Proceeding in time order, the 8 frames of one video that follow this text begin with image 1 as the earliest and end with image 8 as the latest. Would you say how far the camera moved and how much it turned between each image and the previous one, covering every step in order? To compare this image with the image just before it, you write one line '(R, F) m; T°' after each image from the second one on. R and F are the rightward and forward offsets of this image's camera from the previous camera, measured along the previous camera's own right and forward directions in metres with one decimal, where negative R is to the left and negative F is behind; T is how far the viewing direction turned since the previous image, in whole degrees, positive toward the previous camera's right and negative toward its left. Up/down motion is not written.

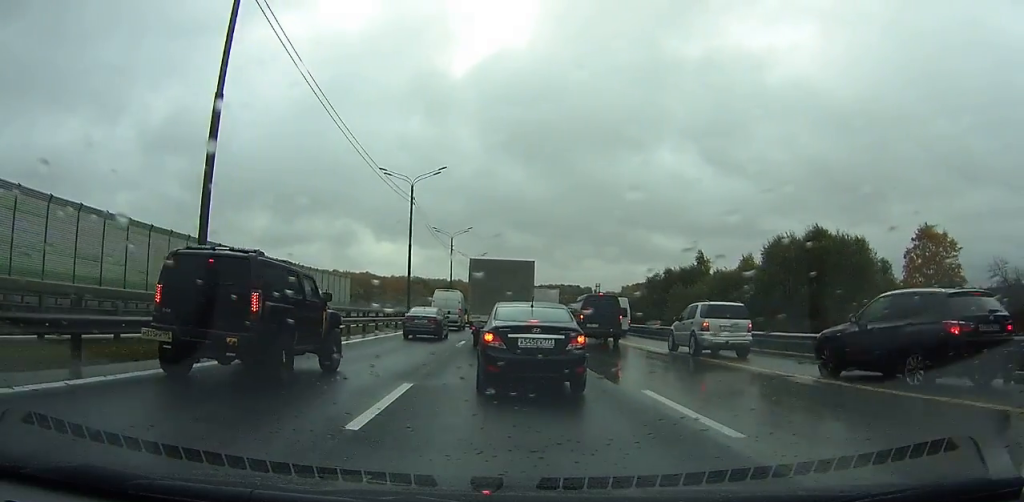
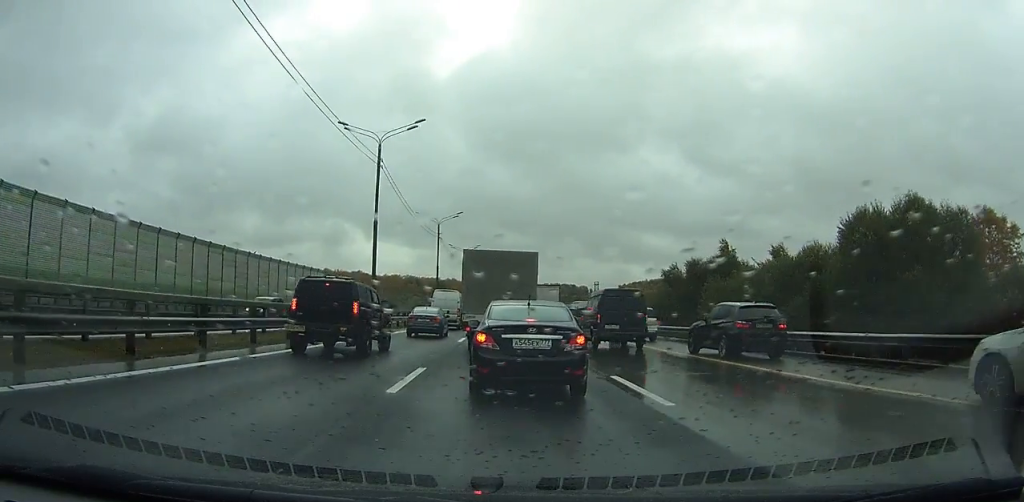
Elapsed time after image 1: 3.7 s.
(+0.1, +11.5) m; +1°
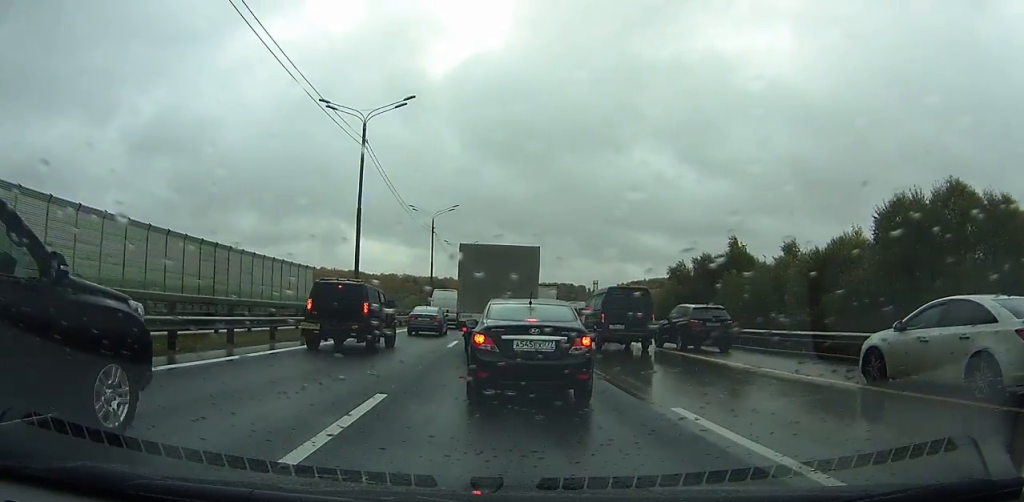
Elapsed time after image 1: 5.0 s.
(0.0, +4.2) m; 0°
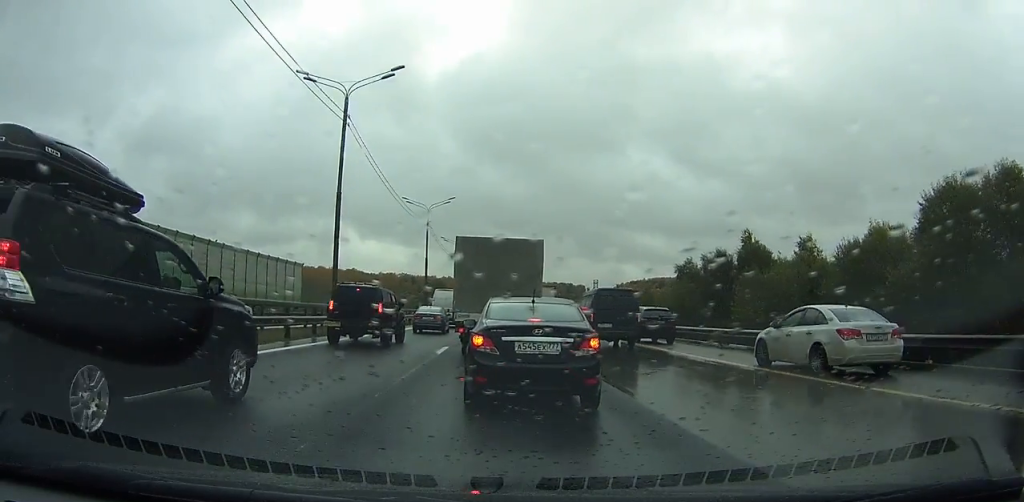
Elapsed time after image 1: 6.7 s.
(0.0, +5.5) m; 0°
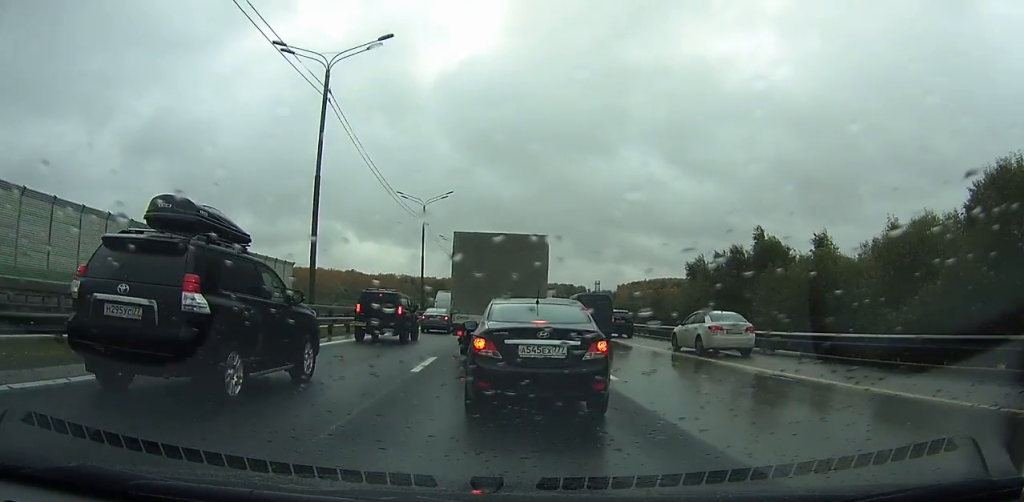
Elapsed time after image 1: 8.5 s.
(0.0, +5.3) m; 0°
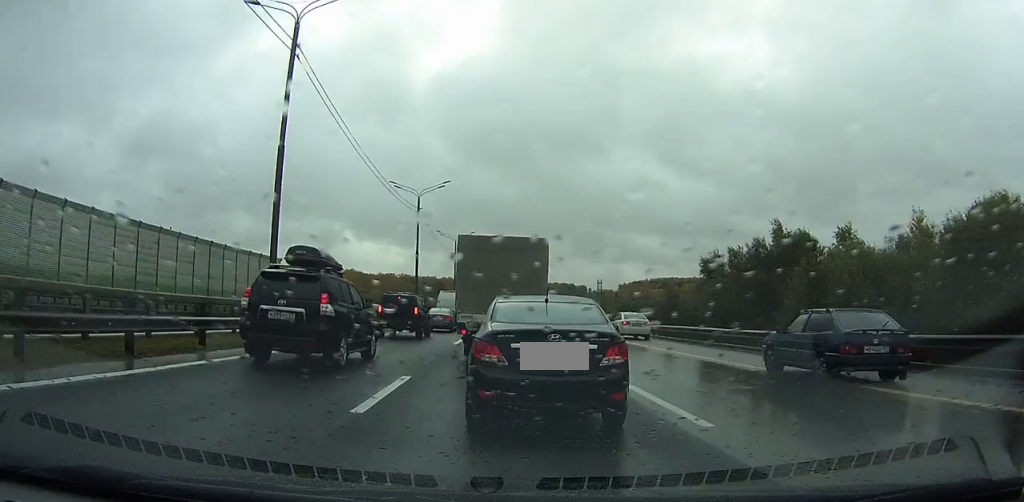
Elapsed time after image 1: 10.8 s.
(0.0, +6.4) m; 0°
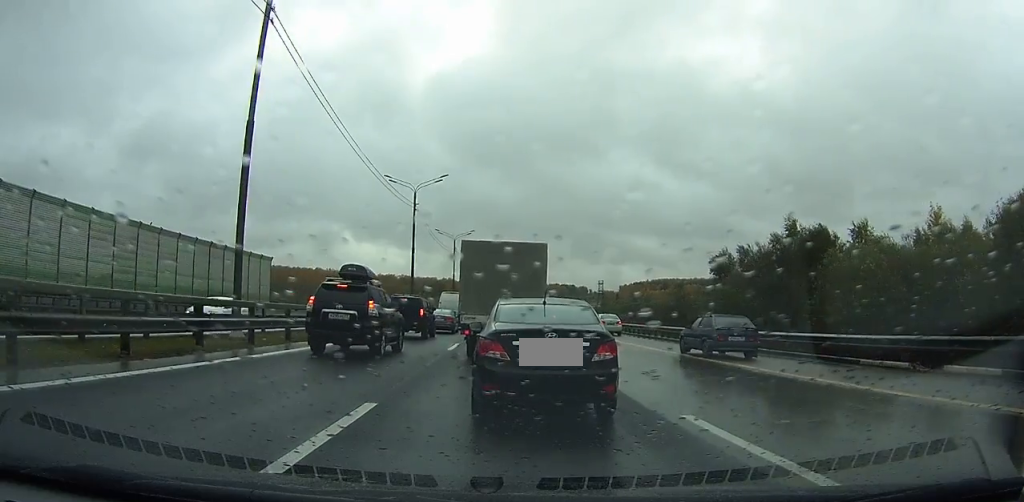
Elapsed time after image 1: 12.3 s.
(+0.1, +3.8) m; +1°
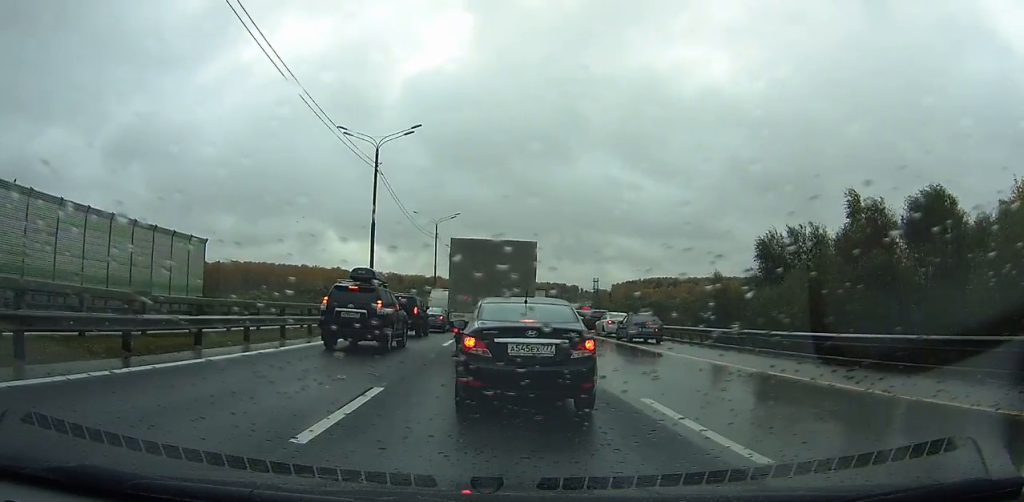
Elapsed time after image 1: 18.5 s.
(+0.1, +13.7) m; +1°
